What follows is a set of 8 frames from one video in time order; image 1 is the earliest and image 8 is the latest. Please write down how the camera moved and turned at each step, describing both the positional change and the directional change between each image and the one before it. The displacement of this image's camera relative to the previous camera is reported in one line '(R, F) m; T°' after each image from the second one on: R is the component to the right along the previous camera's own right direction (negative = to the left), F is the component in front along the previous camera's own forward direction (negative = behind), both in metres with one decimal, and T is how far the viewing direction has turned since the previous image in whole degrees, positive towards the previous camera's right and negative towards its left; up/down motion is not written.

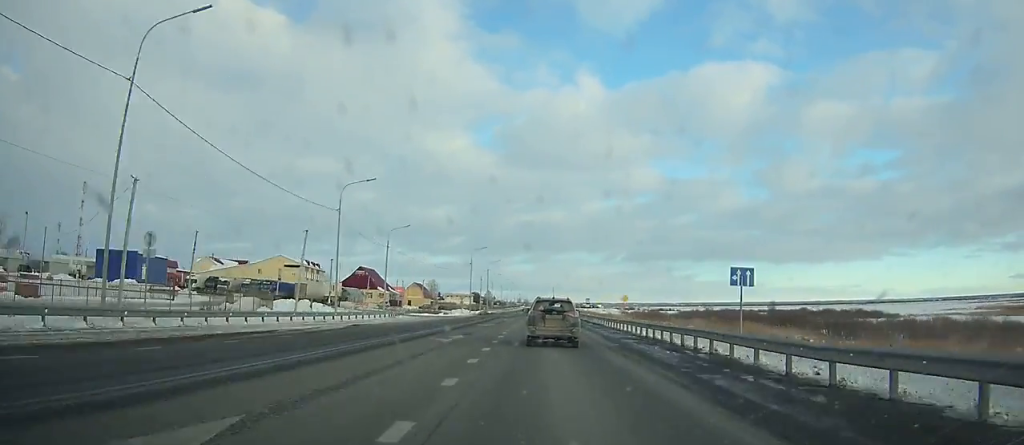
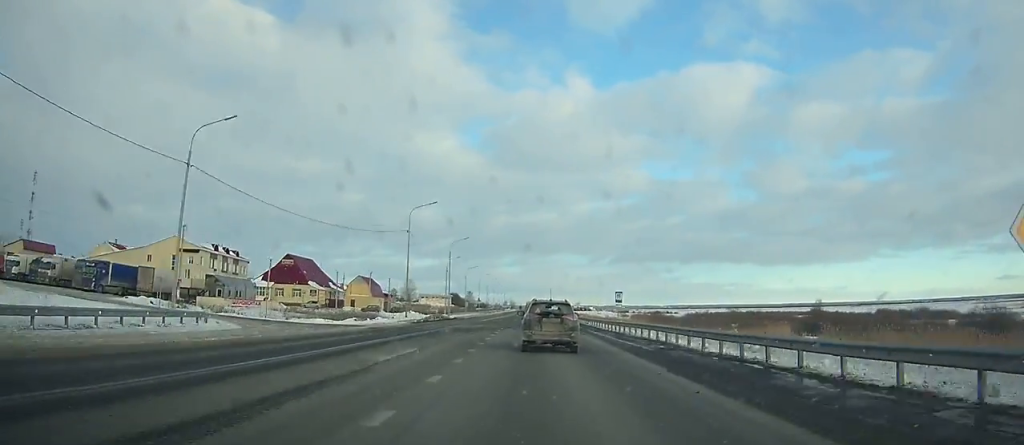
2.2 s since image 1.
(+0.5, +45.7) m; +1°
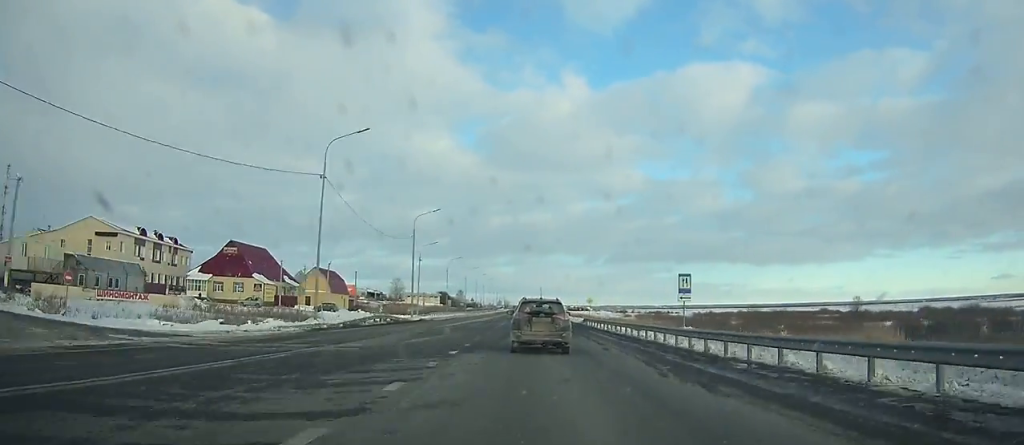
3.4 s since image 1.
(+0.2, +24.9) m; 0°
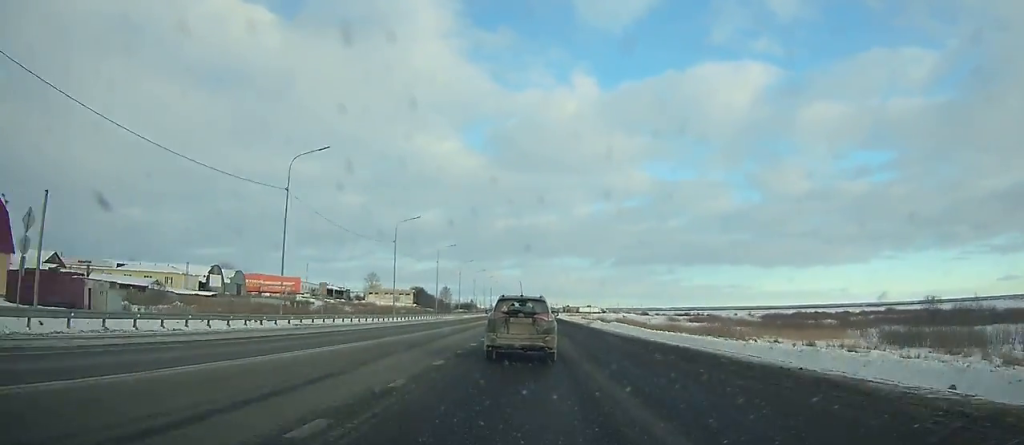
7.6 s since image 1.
(-0.2, +86.3) m; 0°
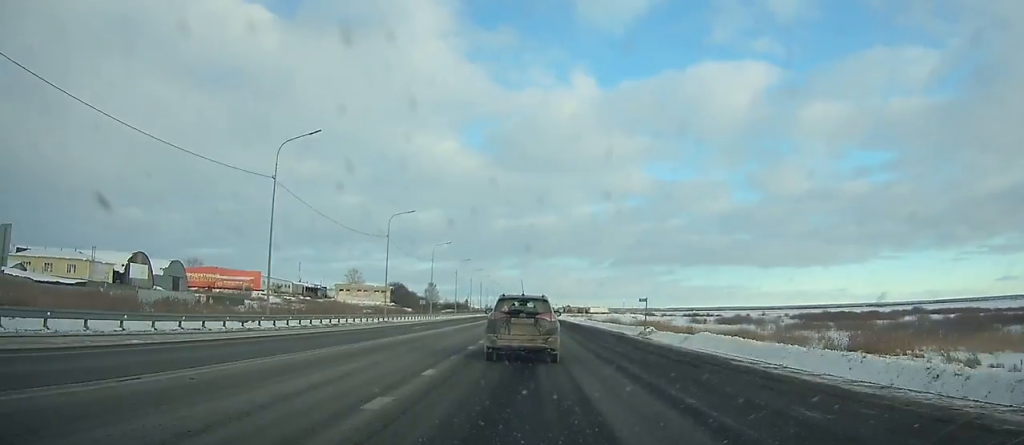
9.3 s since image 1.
(-0.2, +34.5) m; 0°
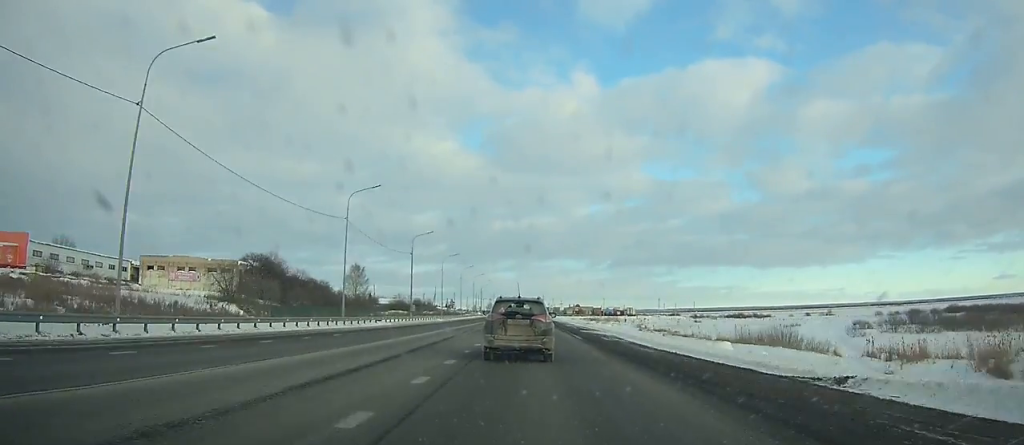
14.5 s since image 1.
(+0.5, +104.1) m; 0°
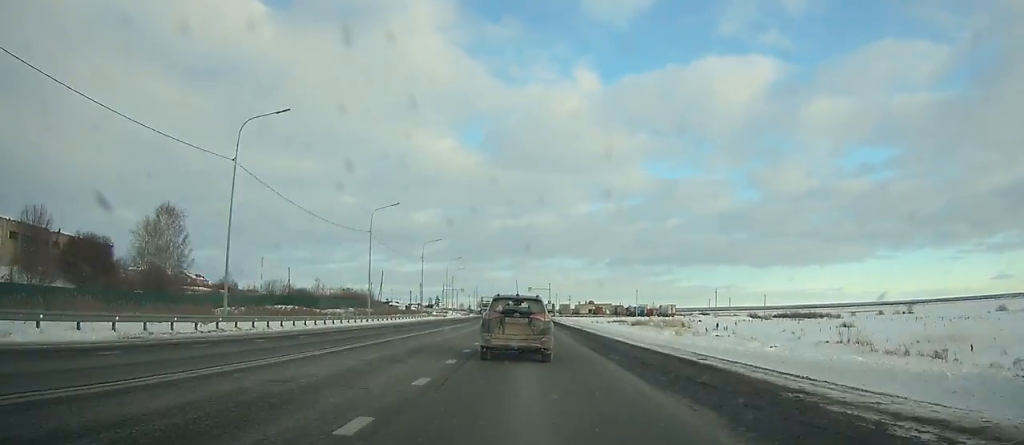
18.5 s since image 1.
(+0.1, +79.2) m; 0°
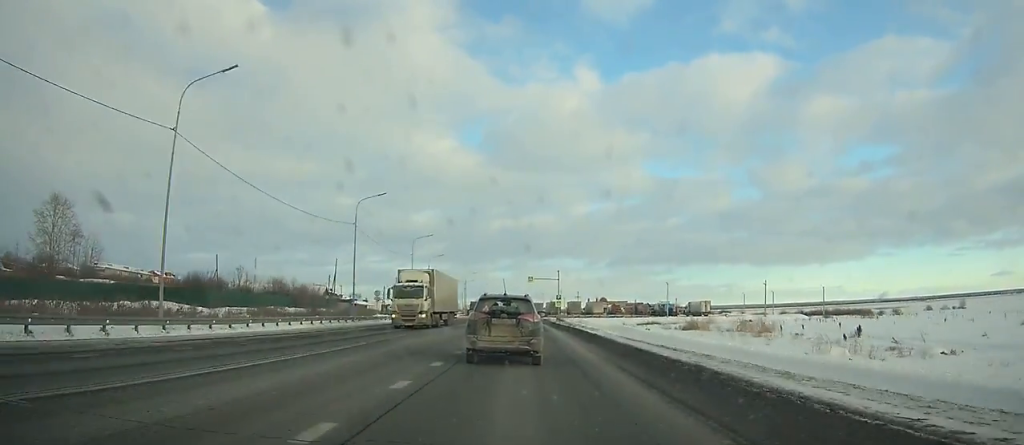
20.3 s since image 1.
(+0.2, +35.0) m; 0°
